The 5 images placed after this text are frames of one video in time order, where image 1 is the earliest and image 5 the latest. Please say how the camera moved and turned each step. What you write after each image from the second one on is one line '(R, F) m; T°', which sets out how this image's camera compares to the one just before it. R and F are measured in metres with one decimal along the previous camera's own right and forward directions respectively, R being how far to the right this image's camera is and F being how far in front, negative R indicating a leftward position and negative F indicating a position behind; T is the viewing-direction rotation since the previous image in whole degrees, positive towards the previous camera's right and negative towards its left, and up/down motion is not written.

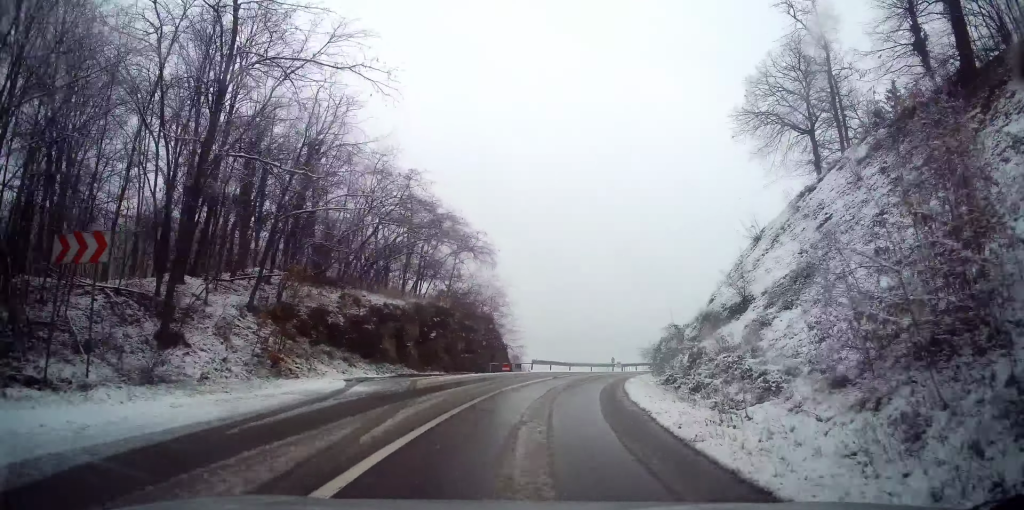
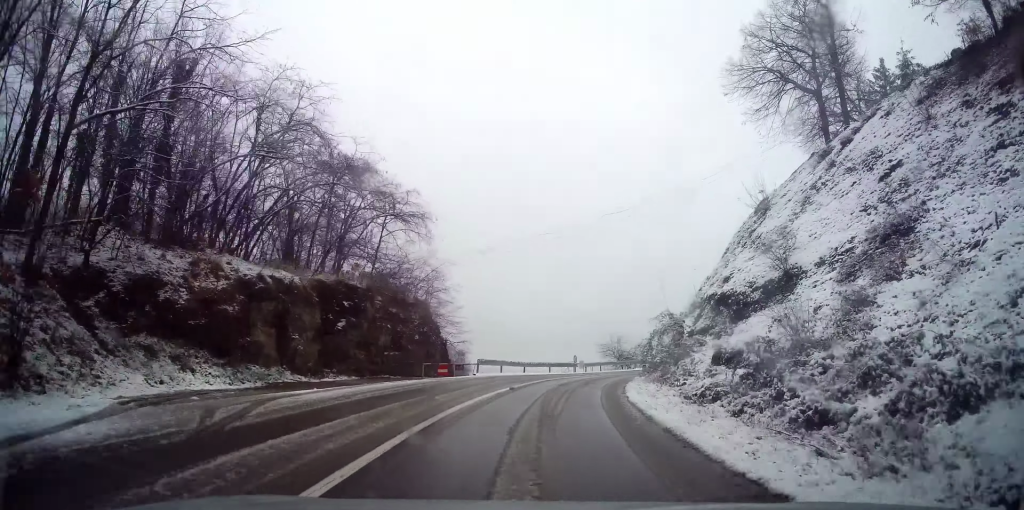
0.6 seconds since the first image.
(+0.1, +8.4) m; +5°
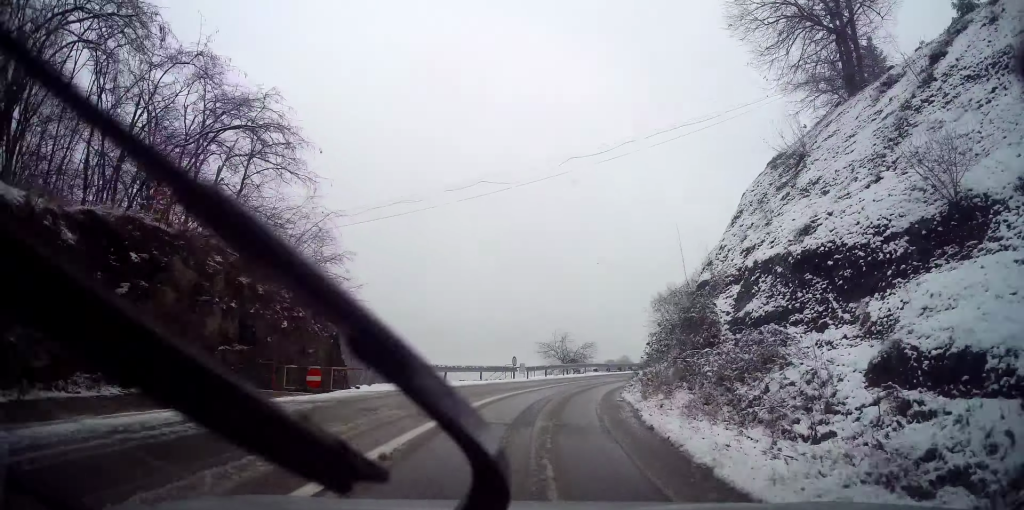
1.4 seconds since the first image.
(+0.6, +10.5) m; +8°
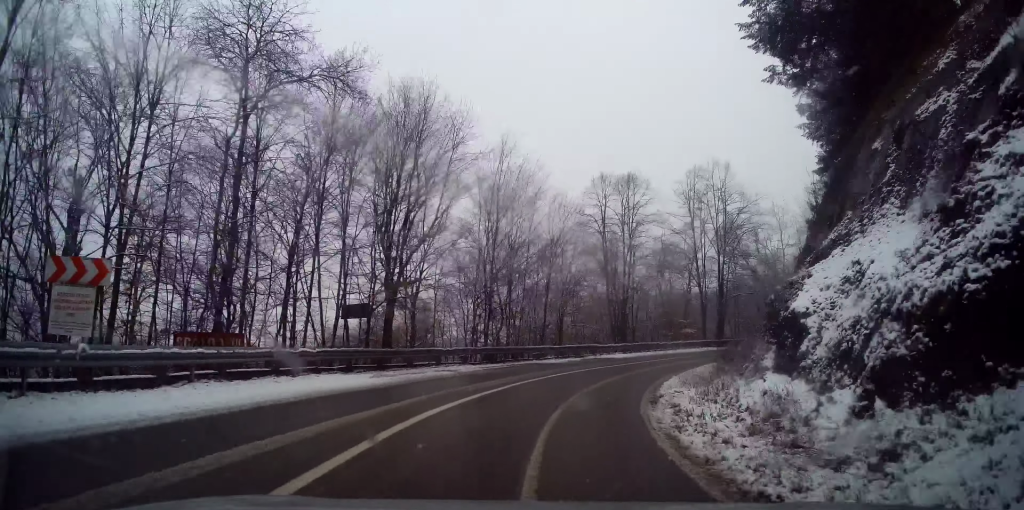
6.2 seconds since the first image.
(+26.7, +53.2) m; +58°
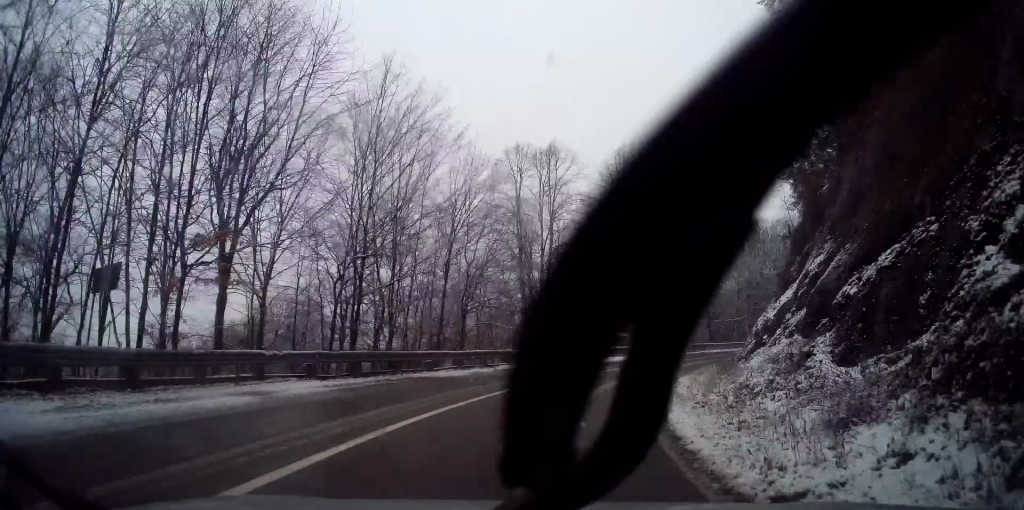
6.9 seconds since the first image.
(+0.9, +8.6) m; +10°
